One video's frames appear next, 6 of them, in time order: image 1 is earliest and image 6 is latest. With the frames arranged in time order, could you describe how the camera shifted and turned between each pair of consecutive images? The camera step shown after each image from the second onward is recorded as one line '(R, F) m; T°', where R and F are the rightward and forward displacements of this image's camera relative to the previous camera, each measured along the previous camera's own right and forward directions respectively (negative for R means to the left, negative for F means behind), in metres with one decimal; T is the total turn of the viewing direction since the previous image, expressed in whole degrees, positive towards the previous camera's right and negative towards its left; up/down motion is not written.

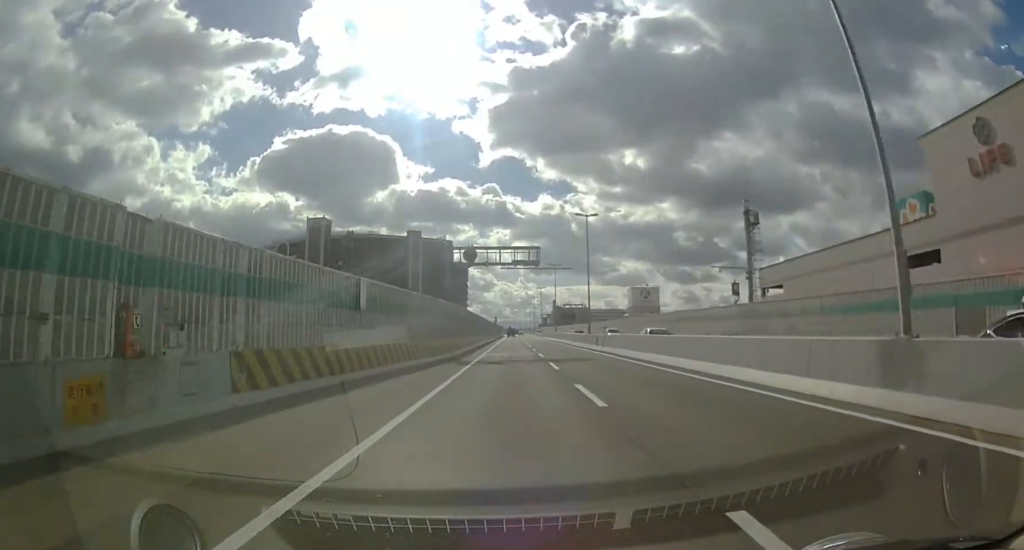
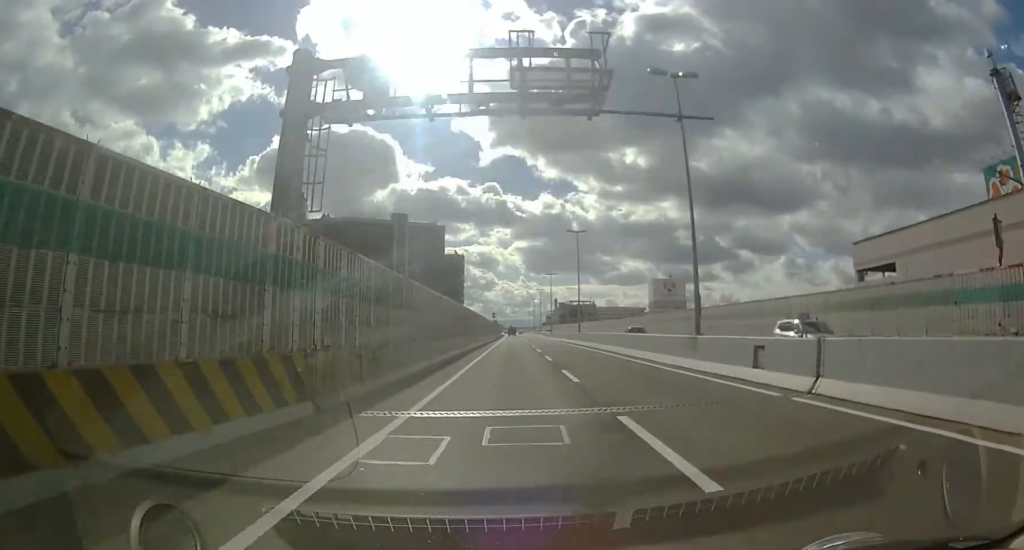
(0.0, +25.1) m; 0°
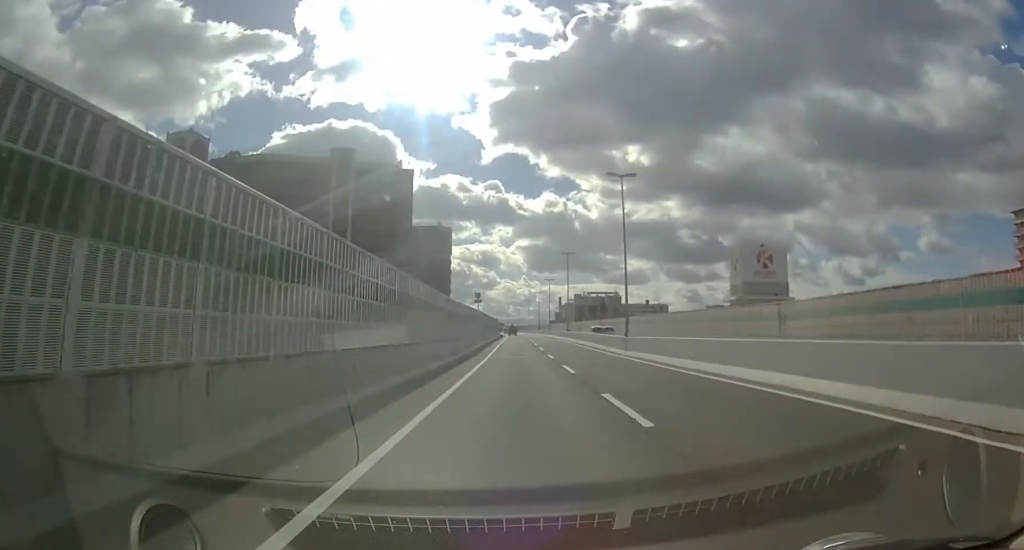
(+0.1, +56.2) m; 0°
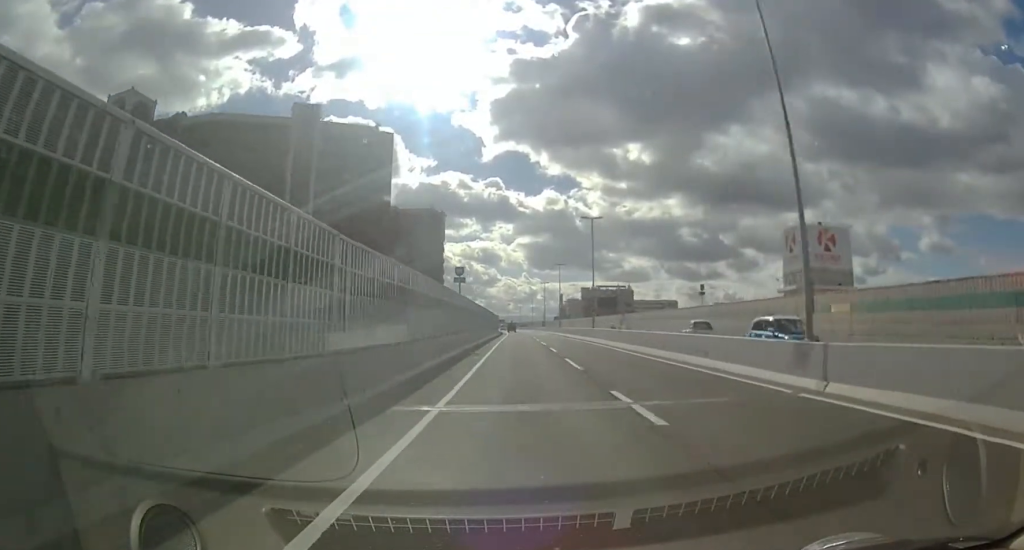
(-0.1, +20.4) m; -1°
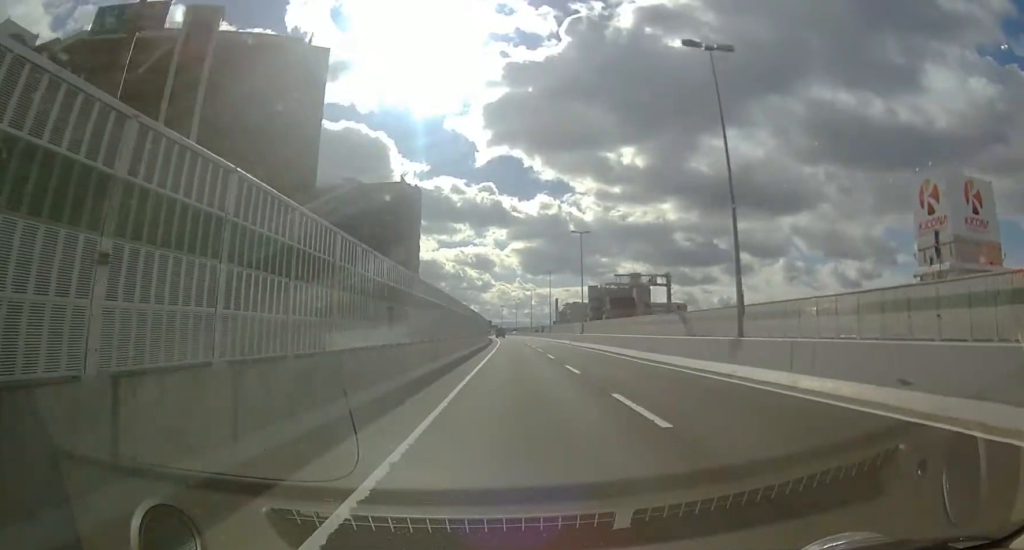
(-0.1, +30.3) m; 0°
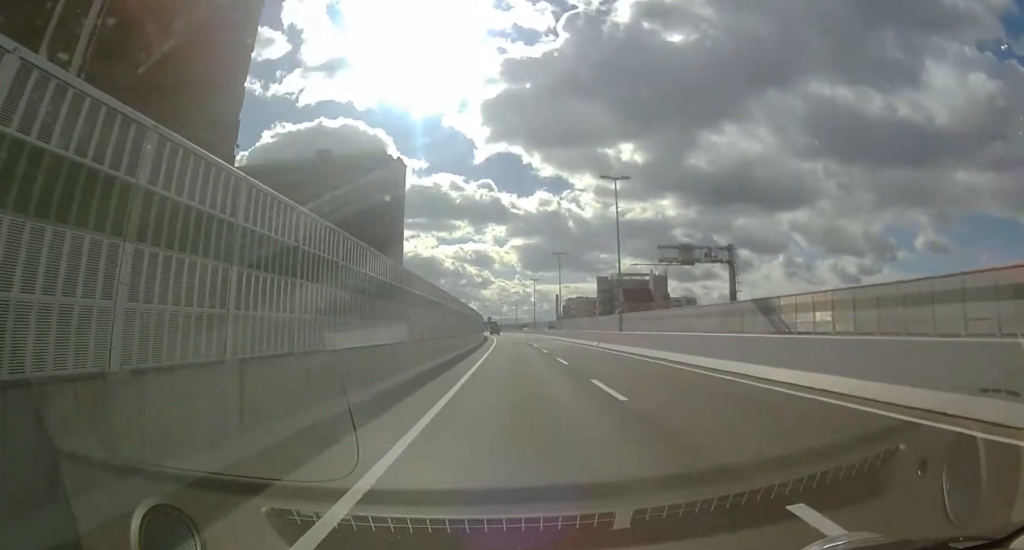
(+0.1, +17.5) m; +1°
